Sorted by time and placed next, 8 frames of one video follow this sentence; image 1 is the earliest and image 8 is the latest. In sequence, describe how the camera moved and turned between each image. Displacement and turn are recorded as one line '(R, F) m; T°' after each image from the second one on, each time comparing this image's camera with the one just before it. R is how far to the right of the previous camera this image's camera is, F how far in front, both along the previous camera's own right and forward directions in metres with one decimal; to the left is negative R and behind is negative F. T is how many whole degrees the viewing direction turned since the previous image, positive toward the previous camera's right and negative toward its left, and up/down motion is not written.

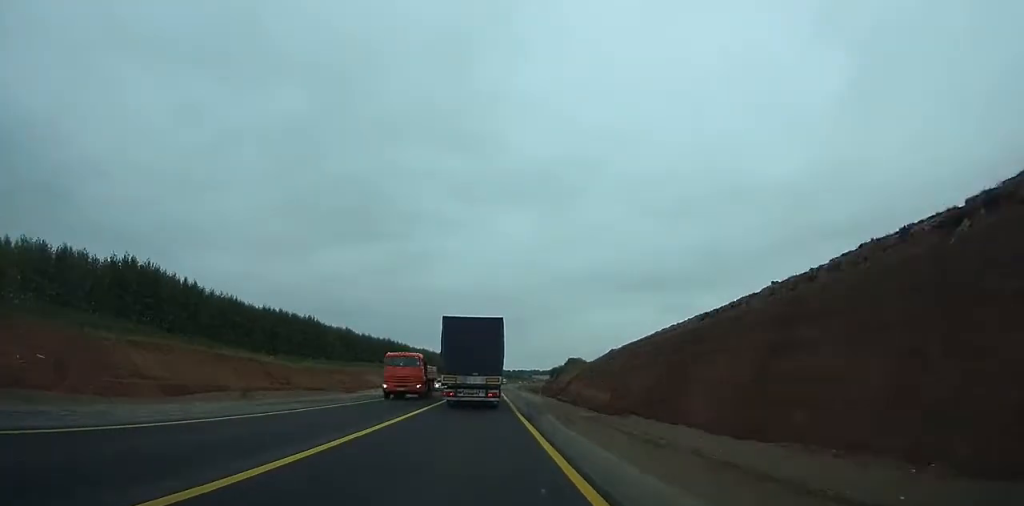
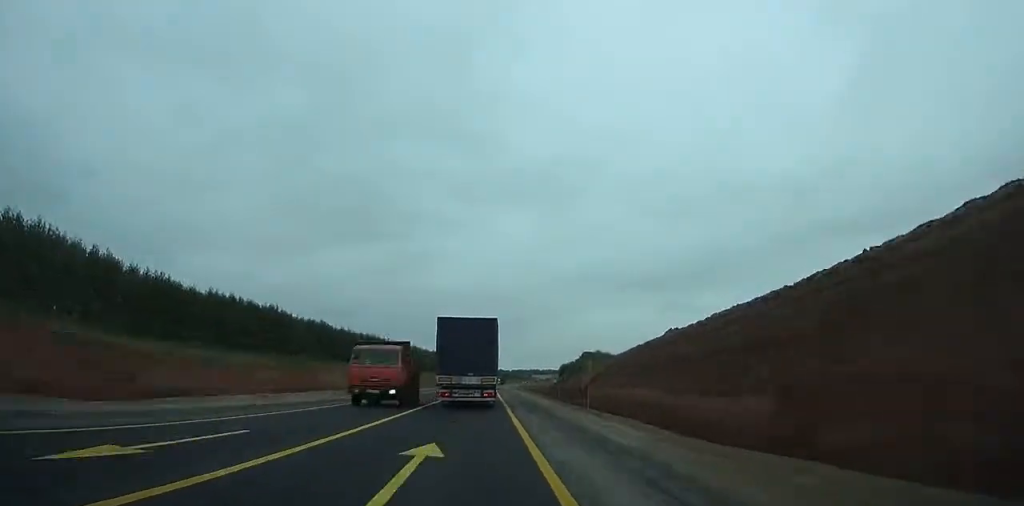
(0.0, +29.8) m; 0°
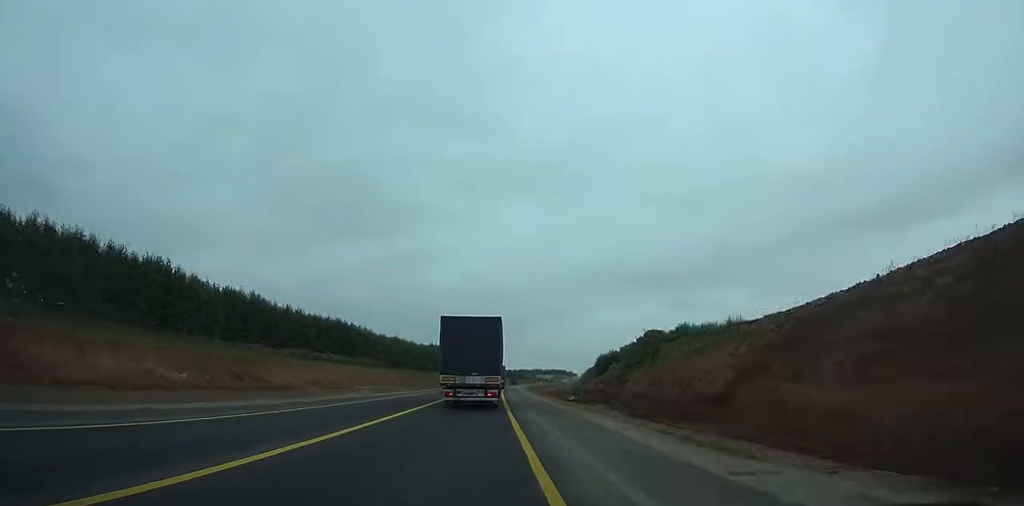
(0.0, +54.5) m; 0°
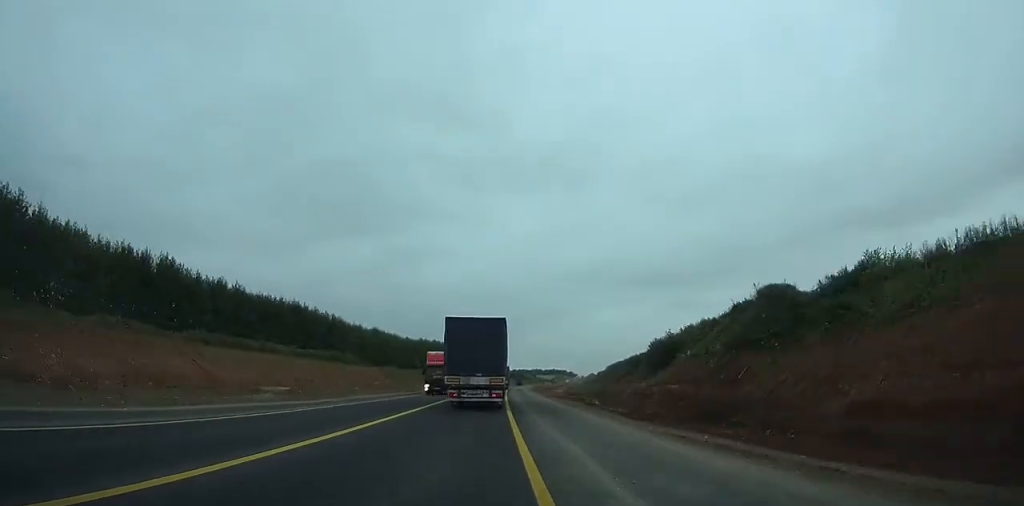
(+0.1, +36.9) m; 0°
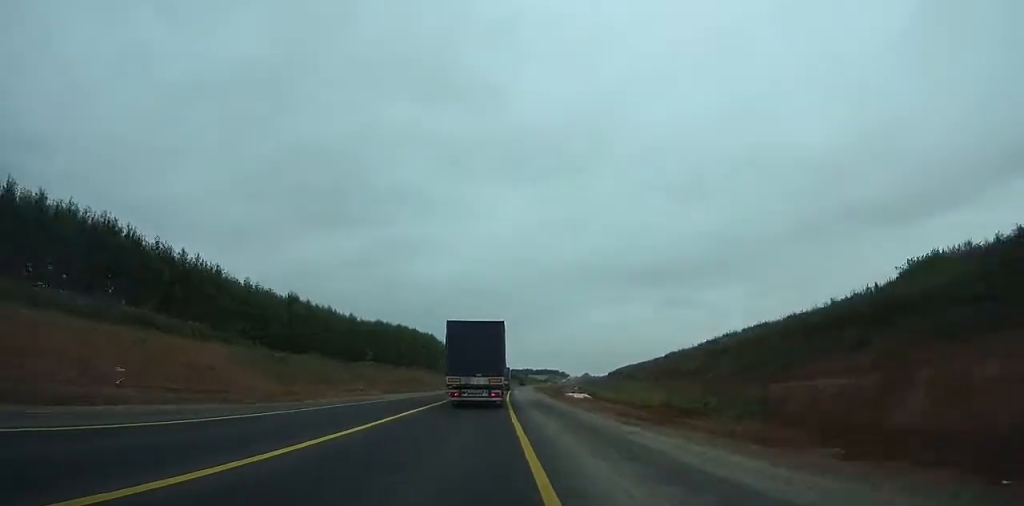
(+0.4, +70.7) m; +1°
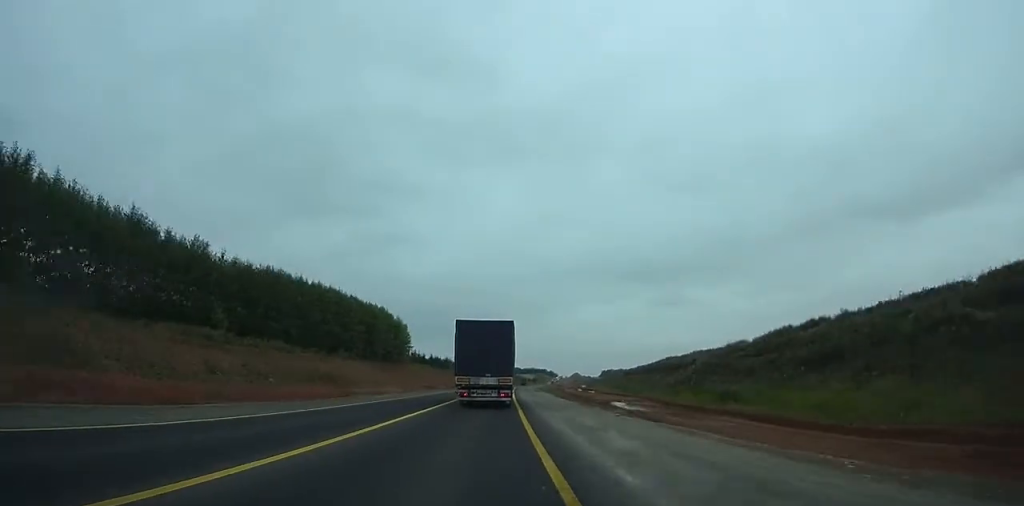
(+0.6, +72.5) m; +1°
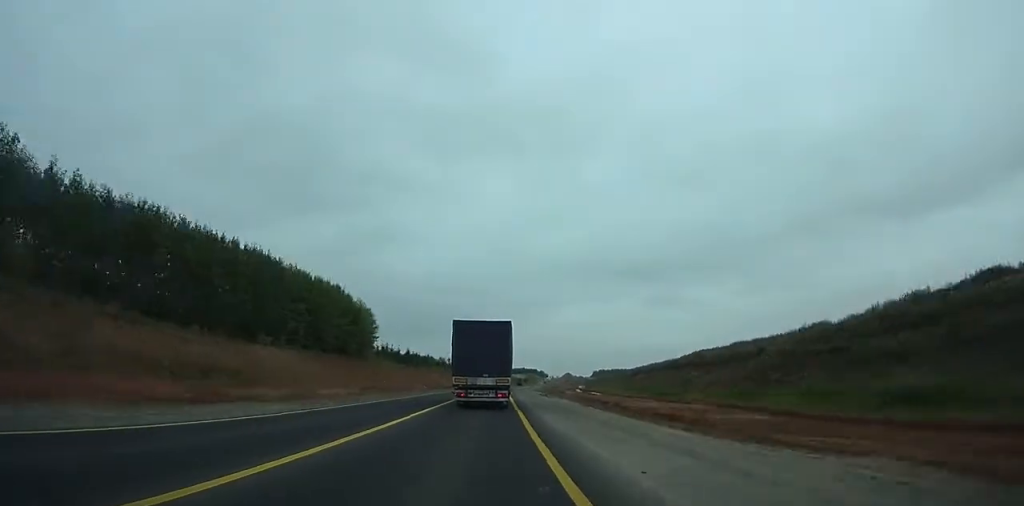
(+0.2, +34.7) m; +1°
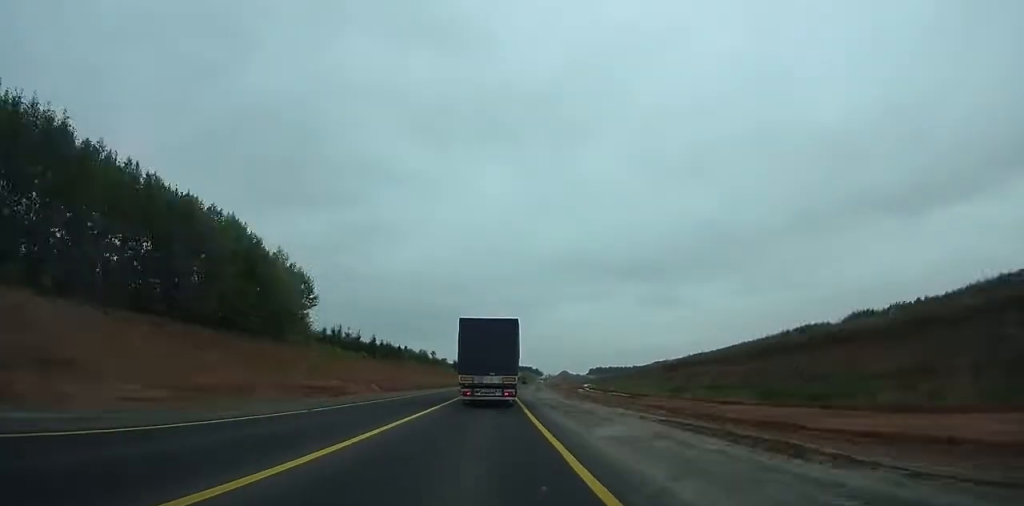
(+0.3, +45.9) m; +1°
